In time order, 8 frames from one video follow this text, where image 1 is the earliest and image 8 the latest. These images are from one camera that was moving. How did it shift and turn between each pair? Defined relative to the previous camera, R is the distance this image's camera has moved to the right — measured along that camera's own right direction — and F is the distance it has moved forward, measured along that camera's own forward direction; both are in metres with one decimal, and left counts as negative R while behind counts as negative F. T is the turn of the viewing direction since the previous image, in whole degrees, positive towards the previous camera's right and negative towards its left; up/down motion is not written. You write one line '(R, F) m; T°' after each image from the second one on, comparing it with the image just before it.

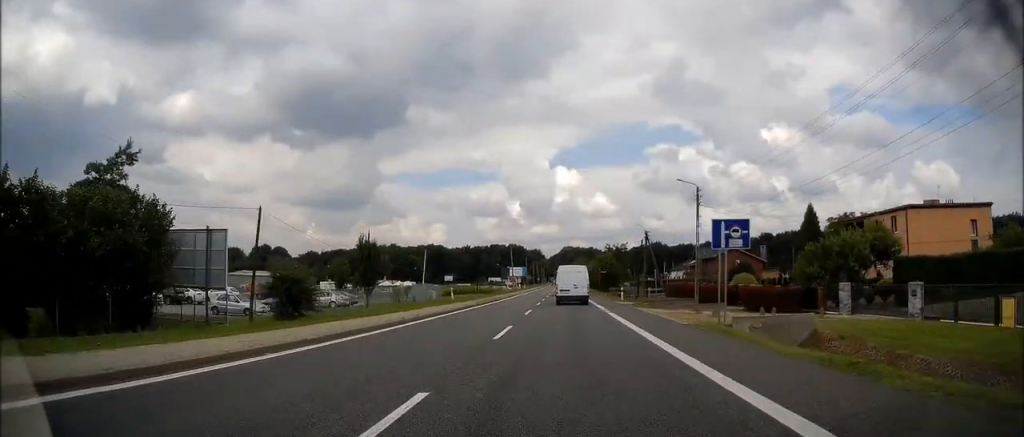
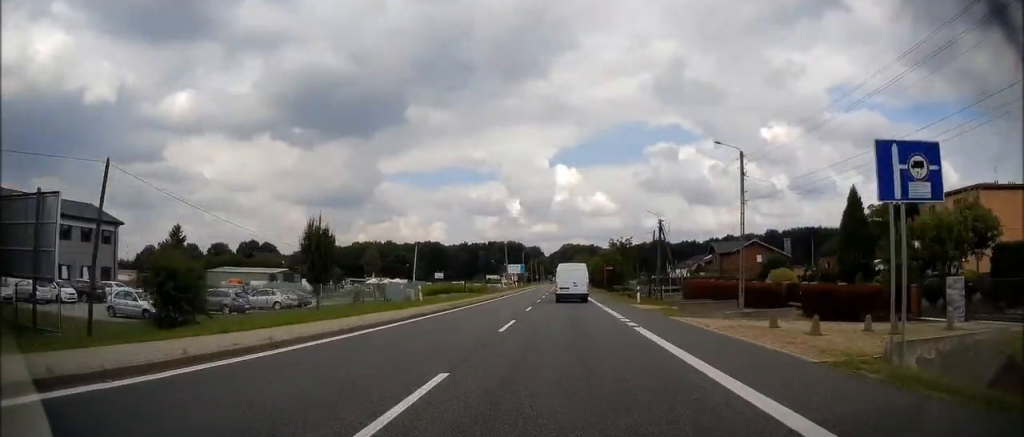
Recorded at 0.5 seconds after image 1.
(0.0, +10.3) m; 0°
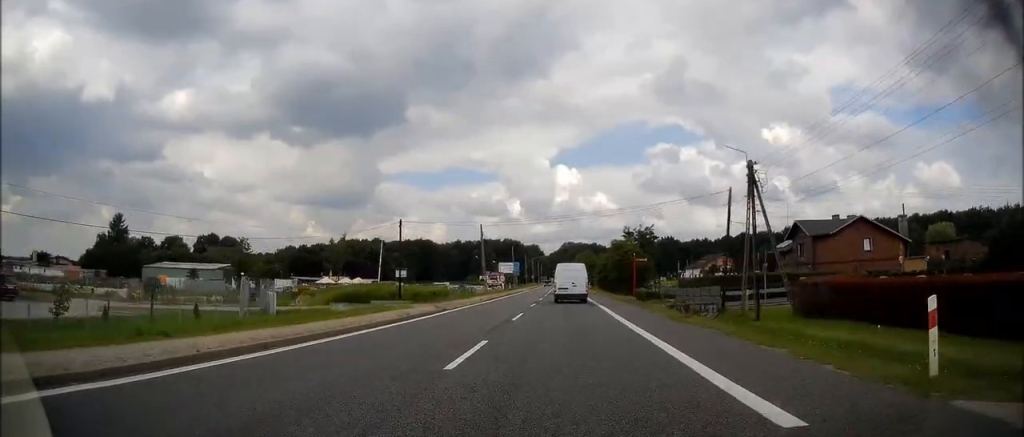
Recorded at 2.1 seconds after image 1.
(-0.1, +29.8) m; -1°
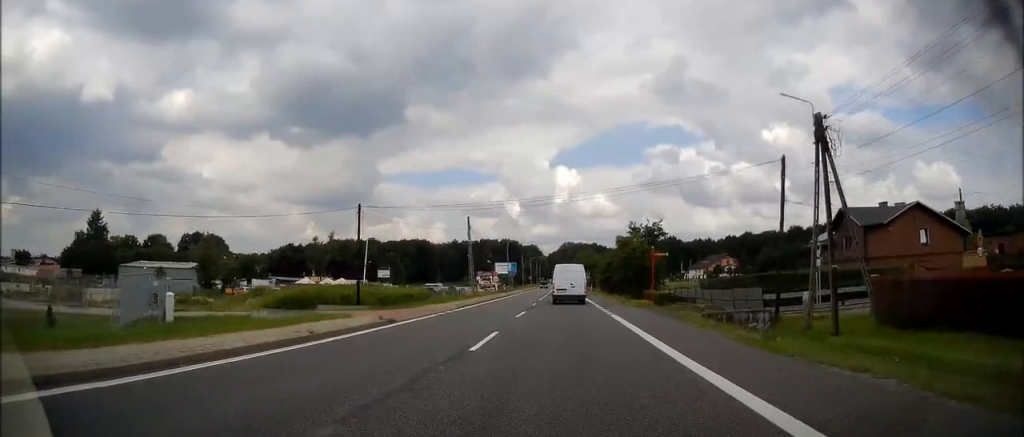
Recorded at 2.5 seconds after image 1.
(-0.1, +9.1) m; 0°
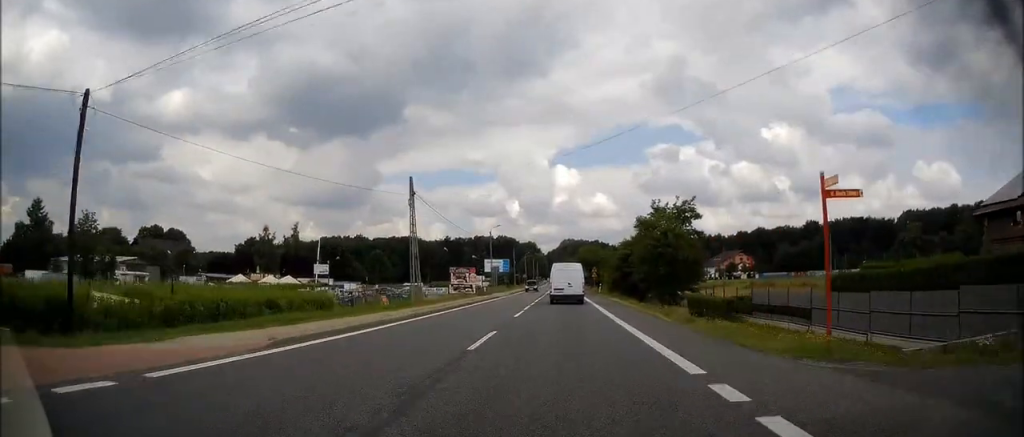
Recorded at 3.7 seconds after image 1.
(-0.1, +22.1) m; 0°
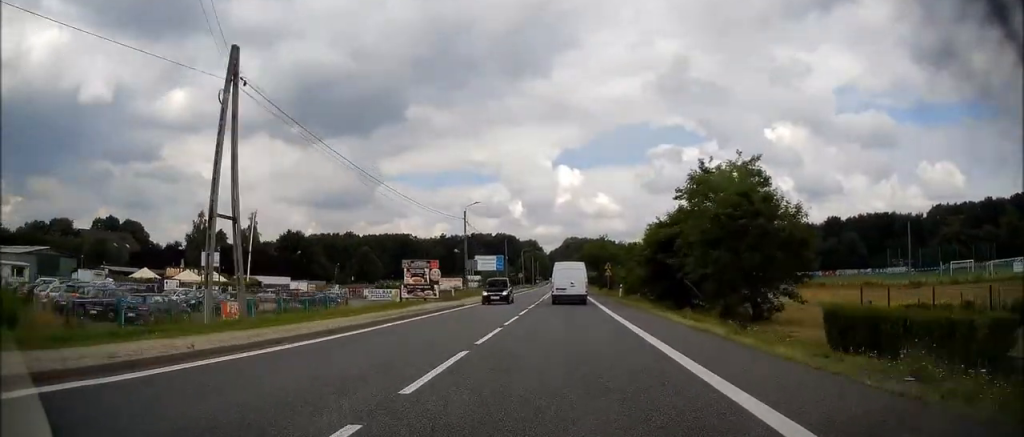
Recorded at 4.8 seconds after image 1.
(+0.2, +22.3) m; 0°
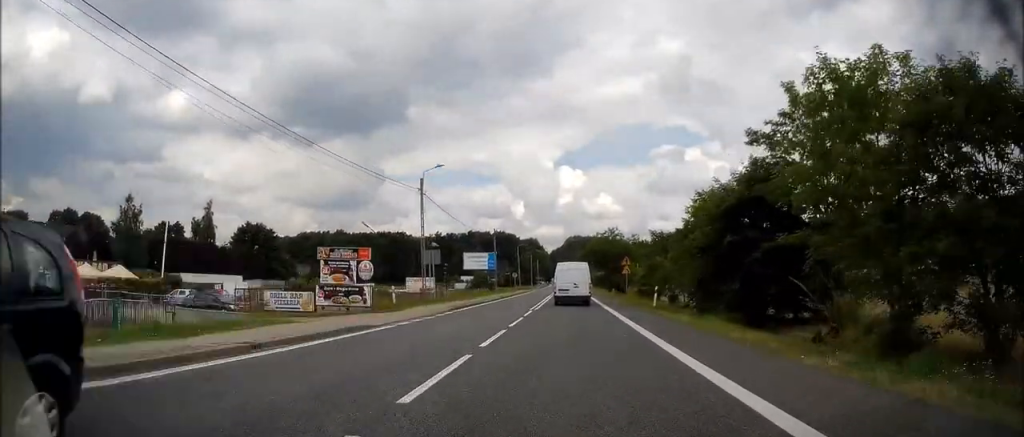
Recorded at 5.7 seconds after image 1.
(0.0, +17.8) m; 0°
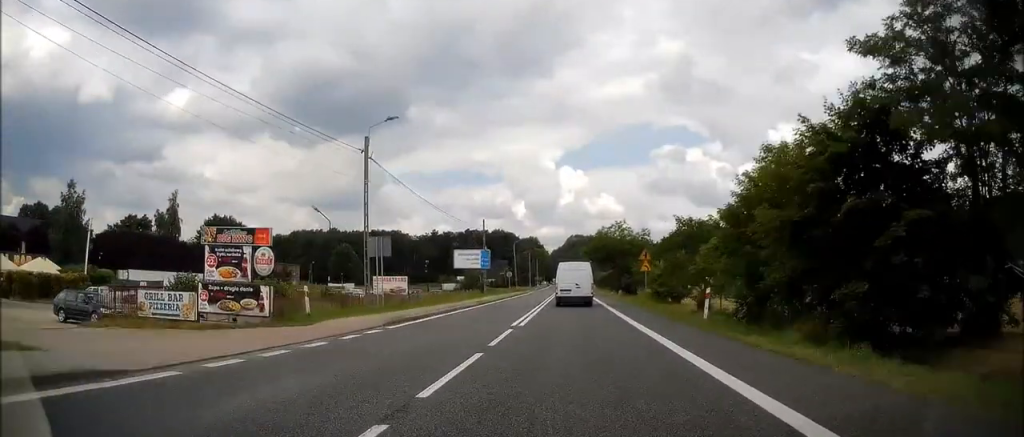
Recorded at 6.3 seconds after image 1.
(0.0, +11.2) m; 0°
